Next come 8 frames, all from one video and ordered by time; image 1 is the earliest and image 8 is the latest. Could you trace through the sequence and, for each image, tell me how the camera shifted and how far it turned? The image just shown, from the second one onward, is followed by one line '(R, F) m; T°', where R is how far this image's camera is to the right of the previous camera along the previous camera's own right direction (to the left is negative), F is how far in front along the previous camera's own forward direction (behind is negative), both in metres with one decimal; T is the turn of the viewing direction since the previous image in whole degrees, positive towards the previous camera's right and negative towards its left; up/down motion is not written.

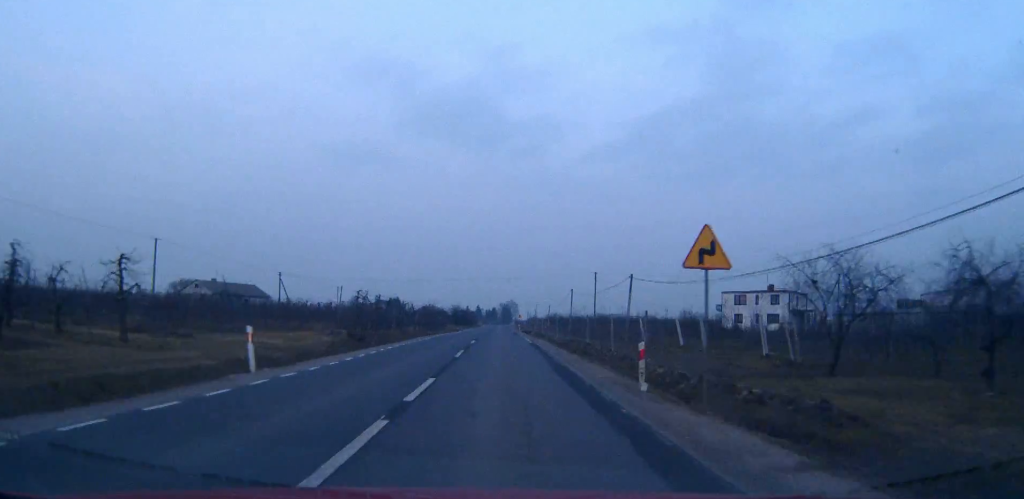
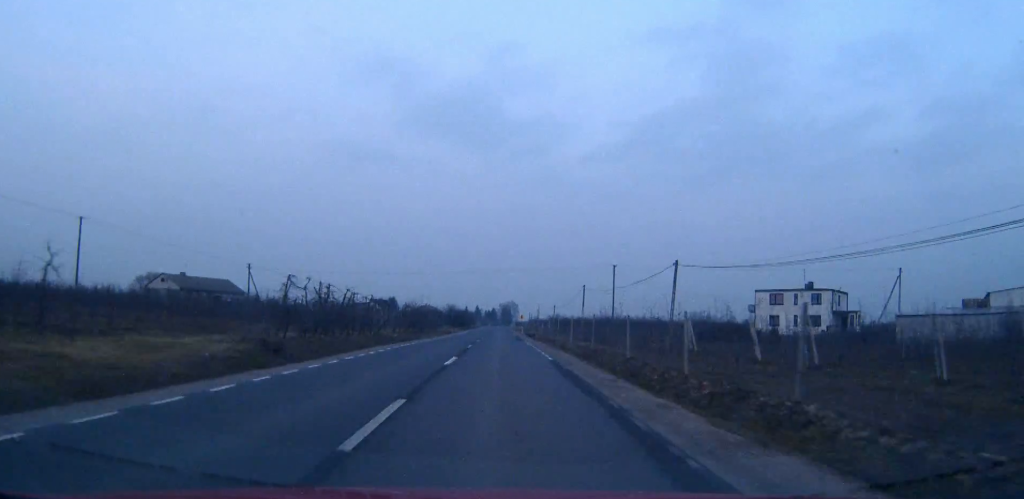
(0.0, +15.7) m; 0°
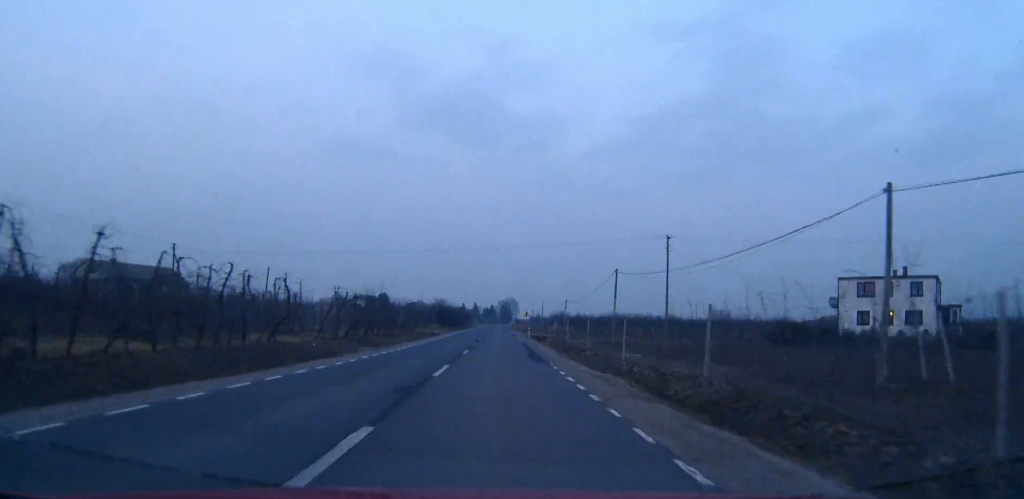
(0.0, +26.5) m; 0°
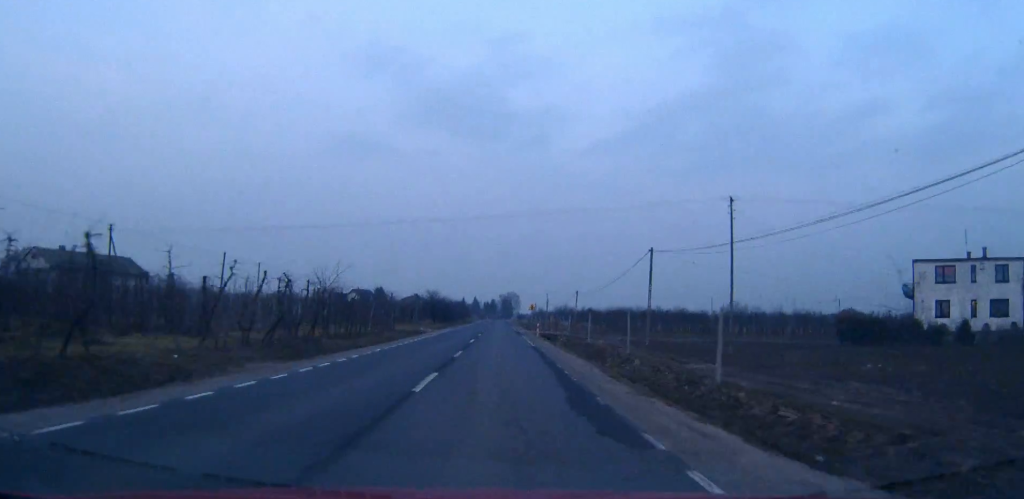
(0.0, +15.4) m; 0°
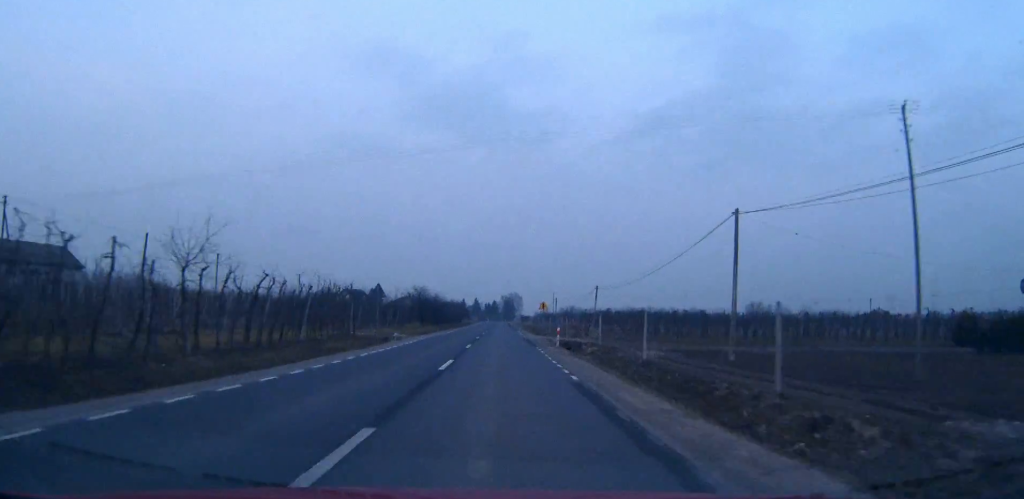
(0.0, +18.7) m; 0°
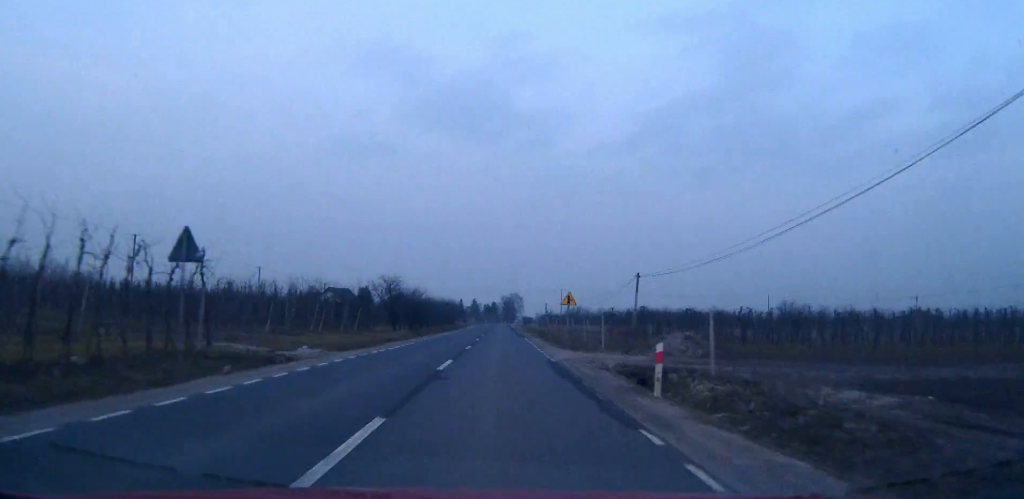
(-0.1, +24.5) m; 0°
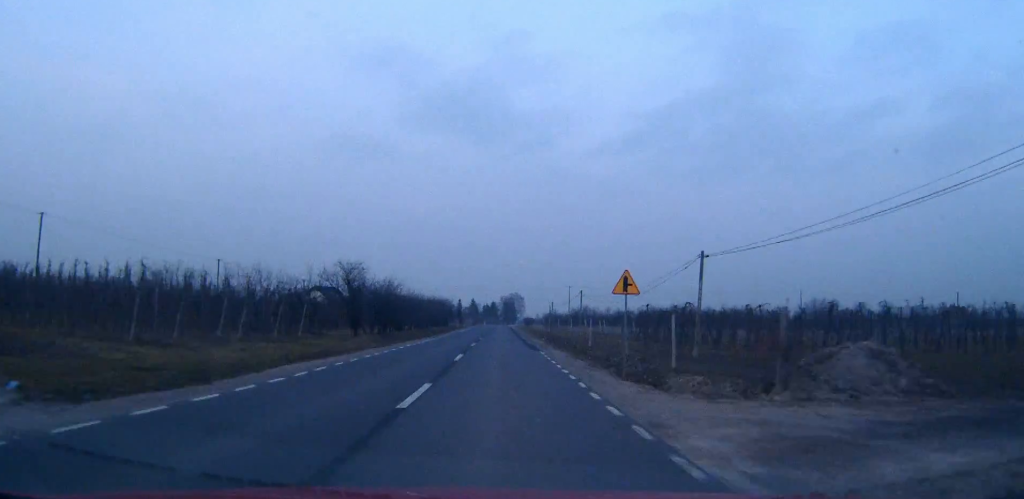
(0.0, +18.3) m; 0°
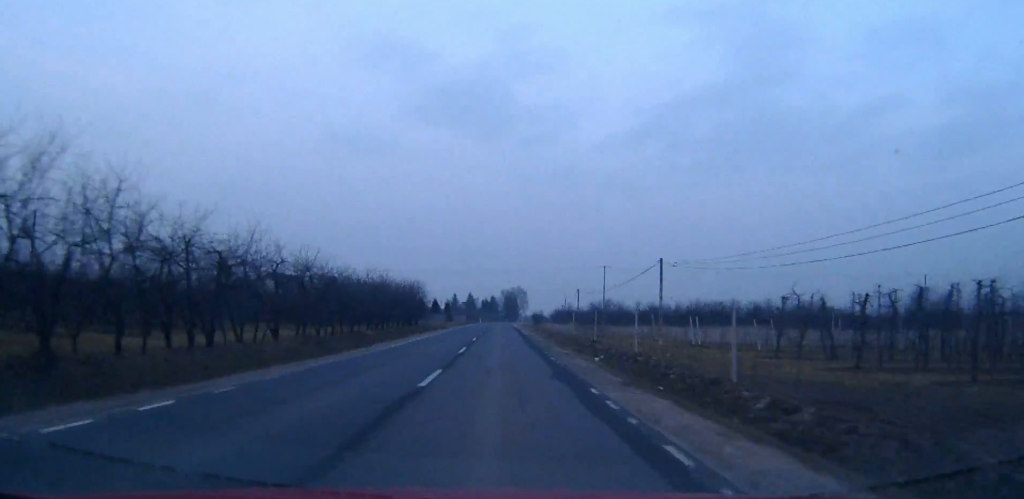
(+0.1, +46.6) m; 0°
